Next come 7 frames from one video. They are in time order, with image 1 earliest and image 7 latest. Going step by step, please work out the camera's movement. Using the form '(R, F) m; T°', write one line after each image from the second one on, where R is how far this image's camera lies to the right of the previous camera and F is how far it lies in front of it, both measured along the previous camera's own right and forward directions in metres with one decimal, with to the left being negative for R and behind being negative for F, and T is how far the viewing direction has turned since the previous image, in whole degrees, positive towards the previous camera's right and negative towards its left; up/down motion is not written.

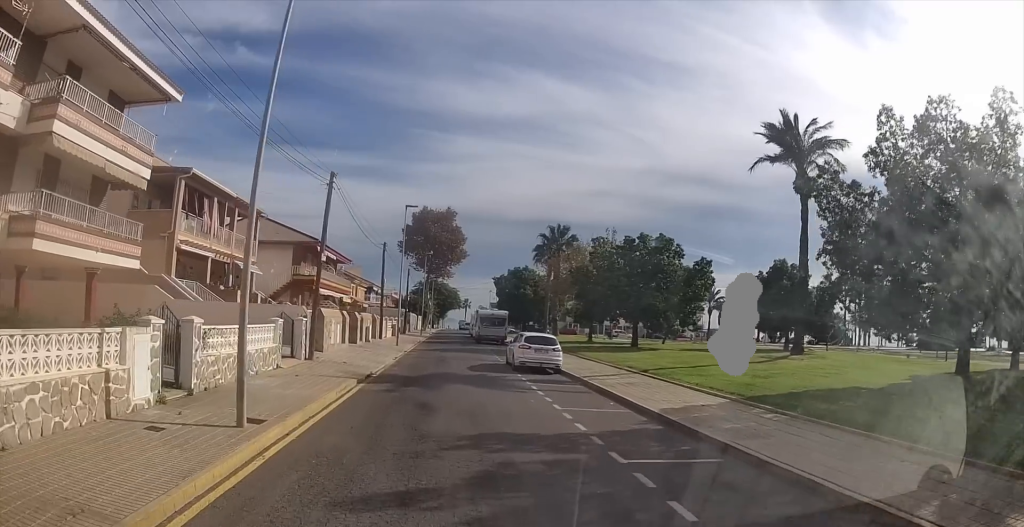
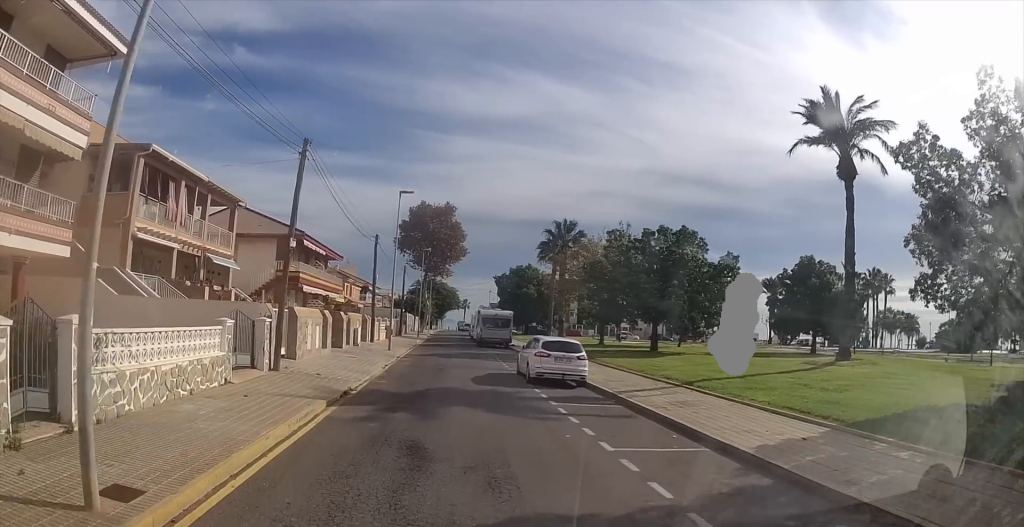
(0.0, +4.1) m; -2°
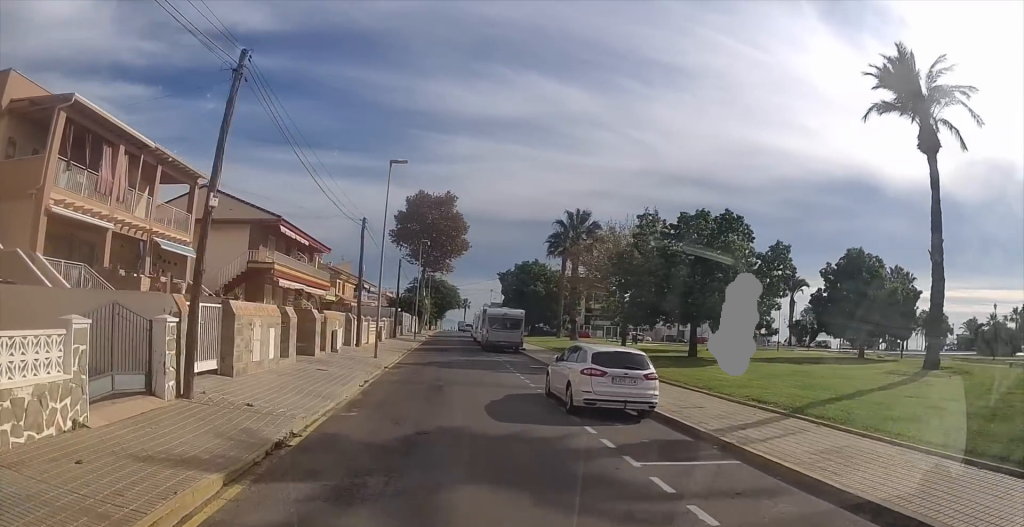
(-0.2, +6.0) m; -1°
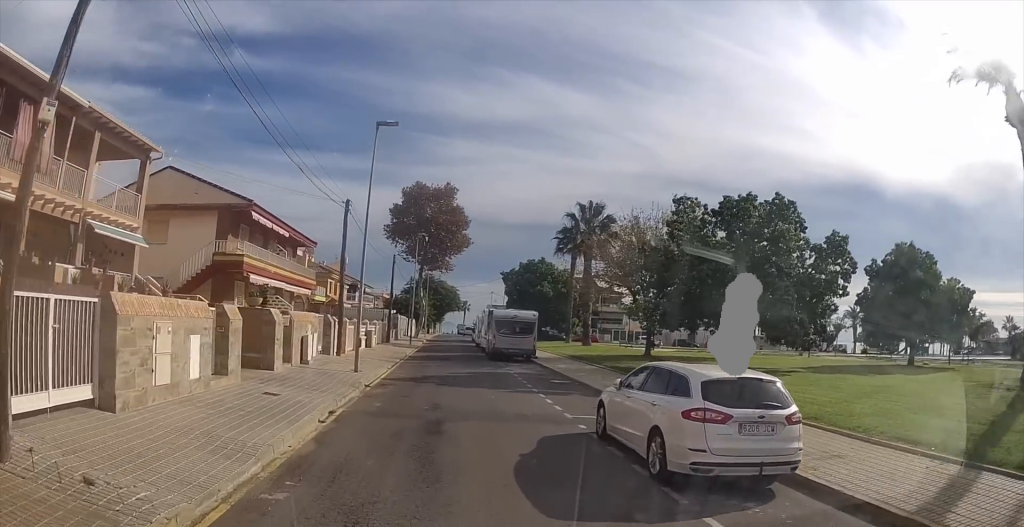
(0.0, +5.3) m; +2°
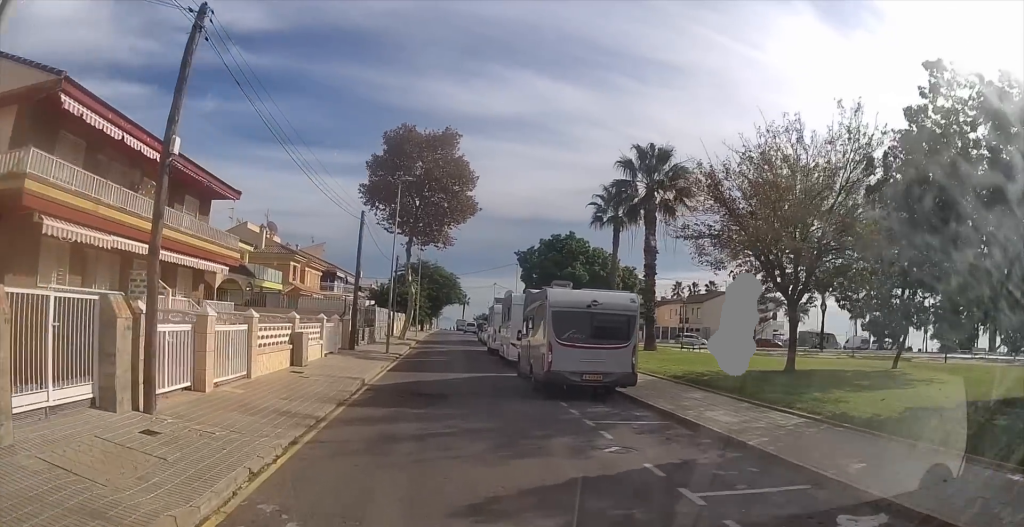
(-0.3, +17.2) m; -2°
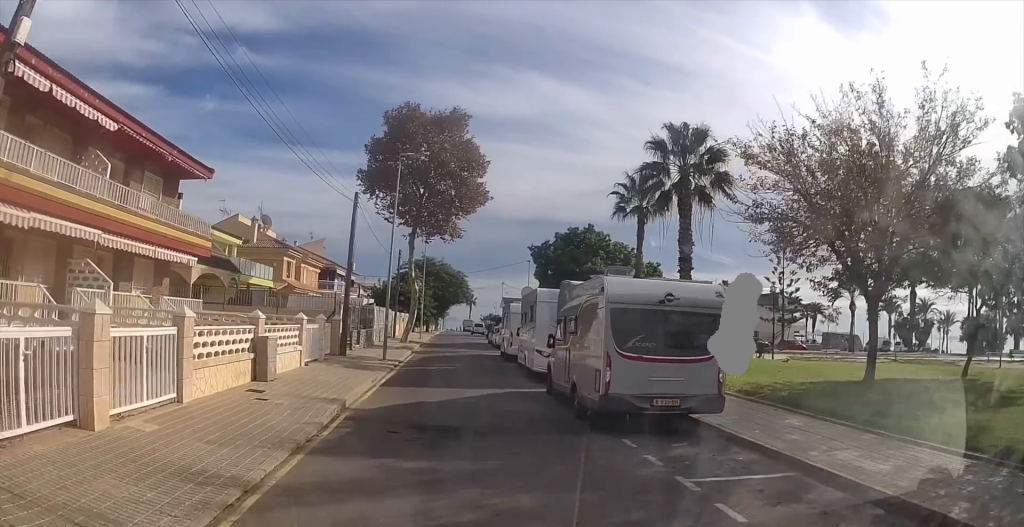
(+0.1, +4.7) m; +1°
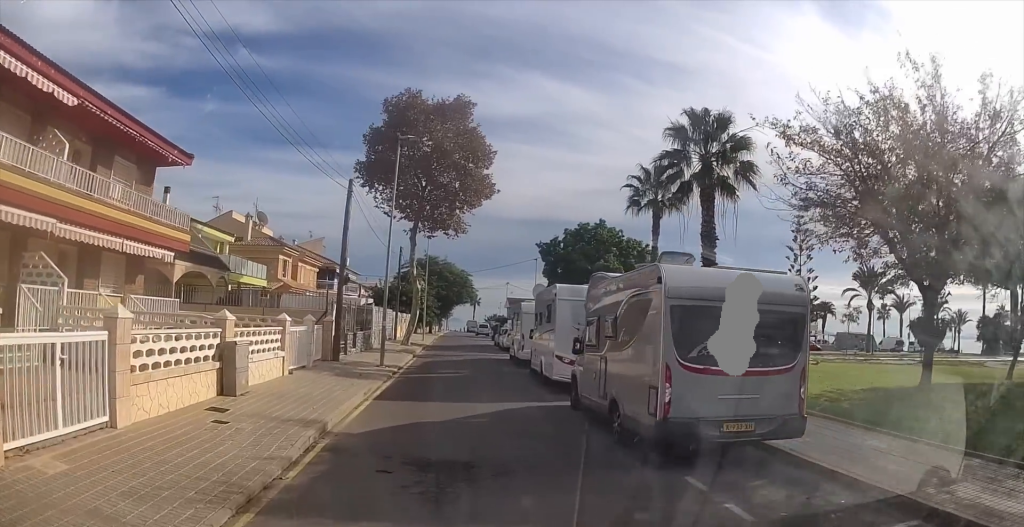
(0.0, +2.5) m; -1°
